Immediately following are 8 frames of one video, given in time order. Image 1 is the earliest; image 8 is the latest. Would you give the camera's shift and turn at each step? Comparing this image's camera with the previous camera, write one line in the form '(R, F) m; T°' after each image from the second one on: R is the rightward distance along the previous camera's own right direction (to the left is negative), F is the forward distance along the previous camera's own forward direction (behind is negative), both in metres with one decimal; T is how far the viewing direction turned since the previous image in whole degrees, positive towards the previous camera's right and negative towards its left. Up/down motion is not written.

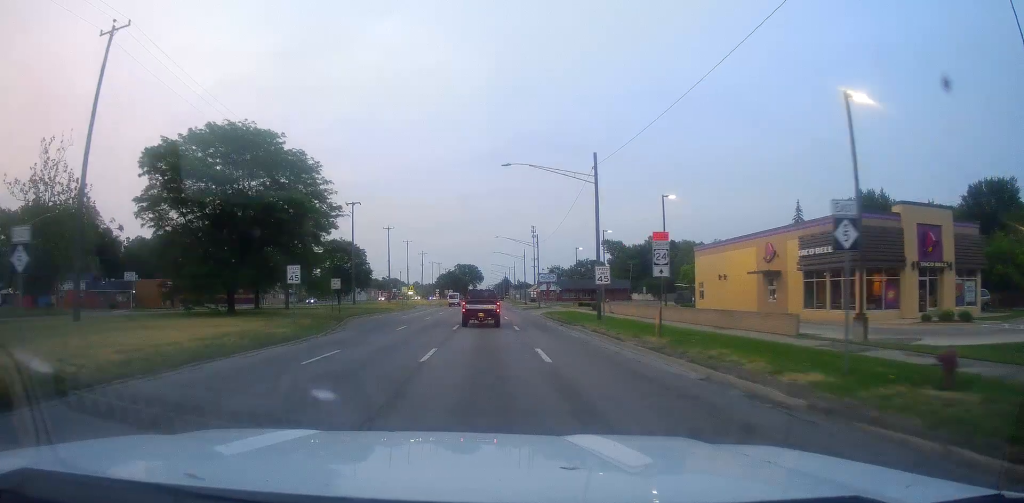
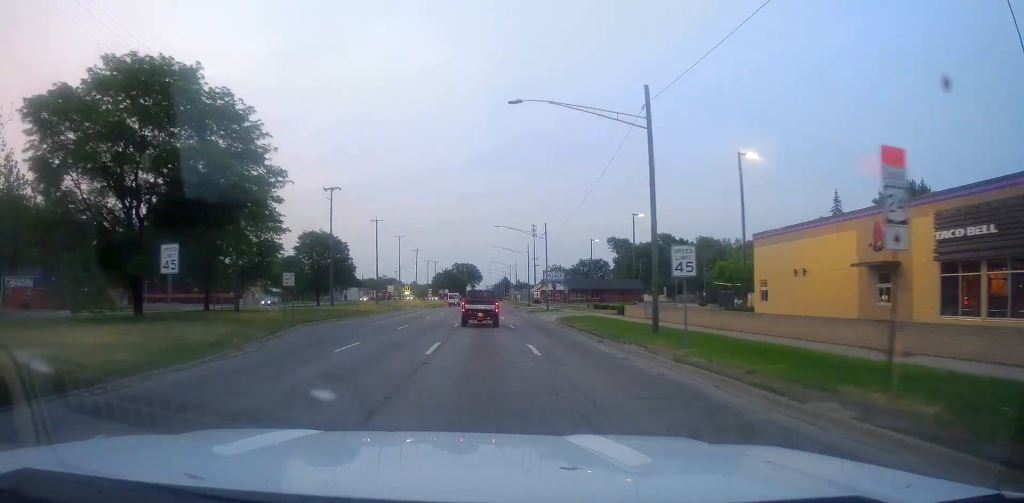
(+0.1, +12.2) m; +1°
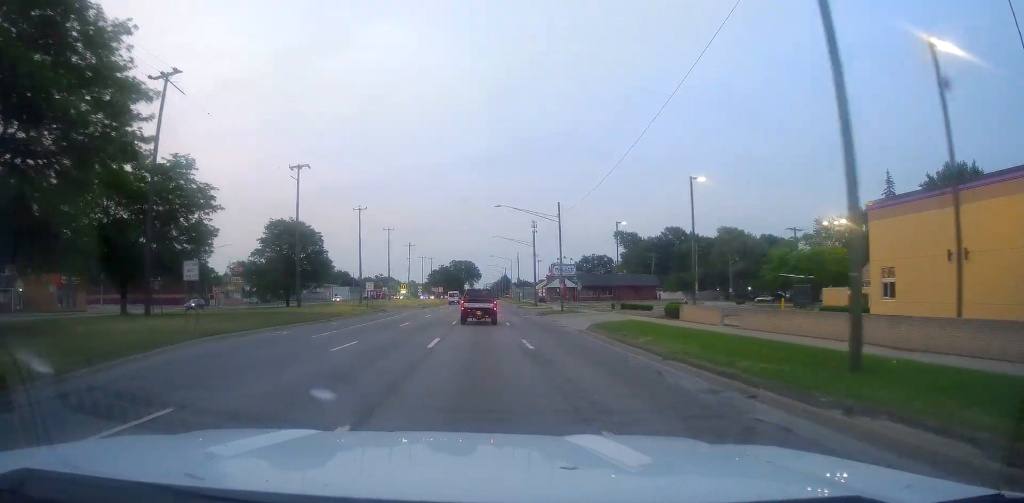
(+0.1, +13.7) m; +1°
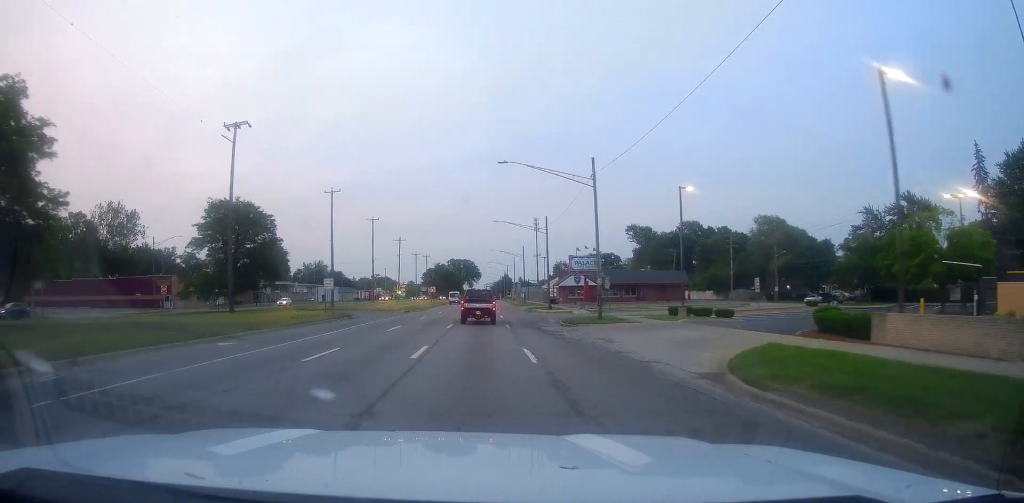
(+0.1, +17.7) m; 0°
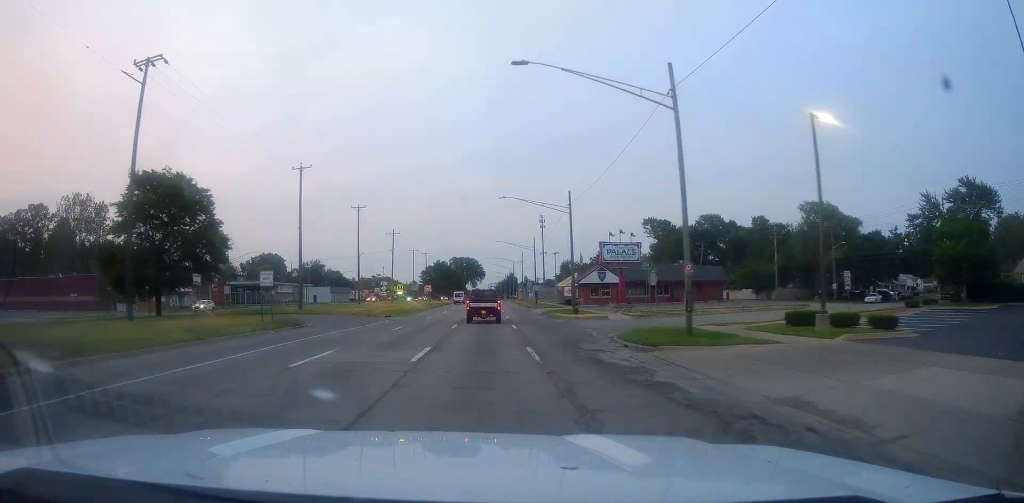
(0.0, +15.4) m; -1°
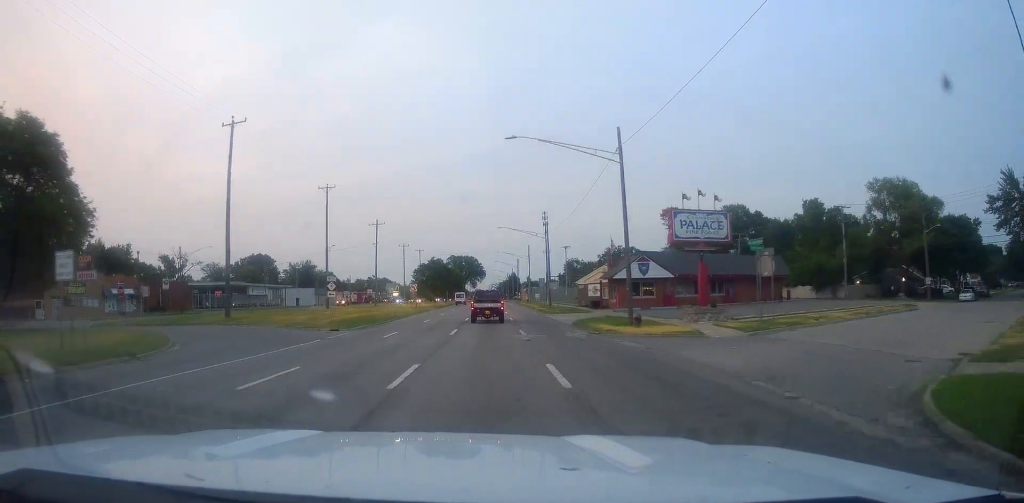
(-0.1, +18.9) m; -1°
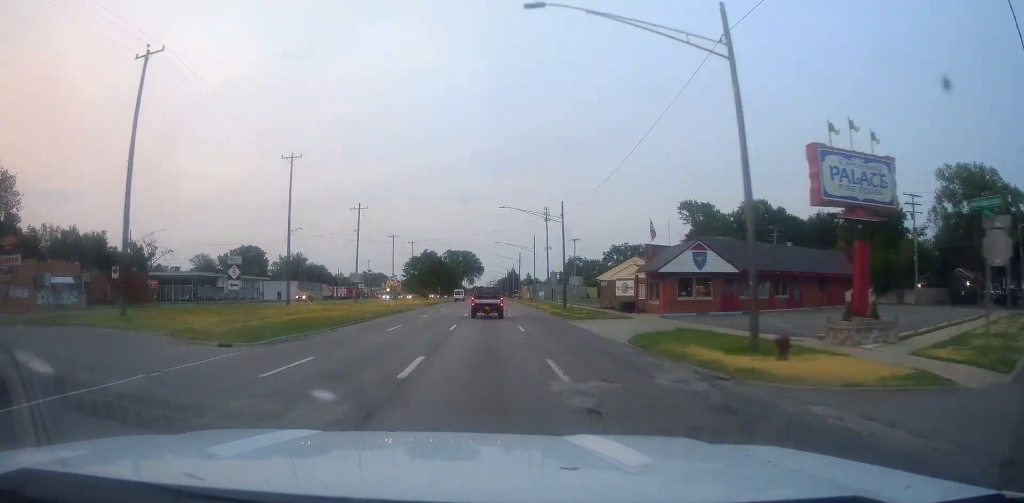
(-0.2, +14.4) m; 0°
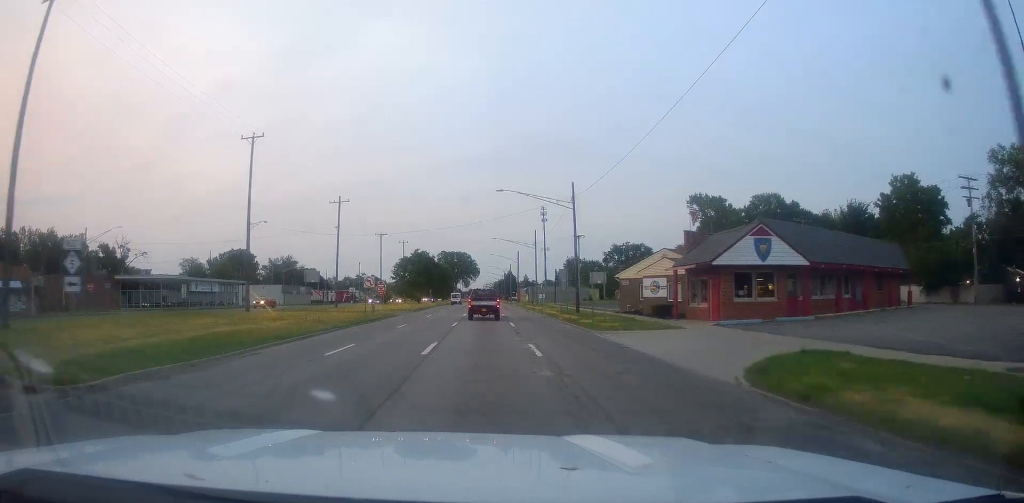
(+0.1, +9.9) m; 0°
